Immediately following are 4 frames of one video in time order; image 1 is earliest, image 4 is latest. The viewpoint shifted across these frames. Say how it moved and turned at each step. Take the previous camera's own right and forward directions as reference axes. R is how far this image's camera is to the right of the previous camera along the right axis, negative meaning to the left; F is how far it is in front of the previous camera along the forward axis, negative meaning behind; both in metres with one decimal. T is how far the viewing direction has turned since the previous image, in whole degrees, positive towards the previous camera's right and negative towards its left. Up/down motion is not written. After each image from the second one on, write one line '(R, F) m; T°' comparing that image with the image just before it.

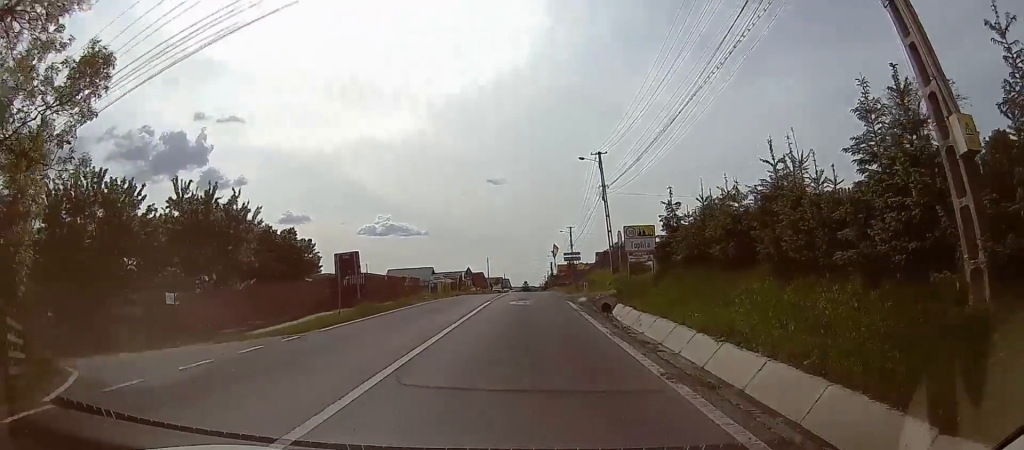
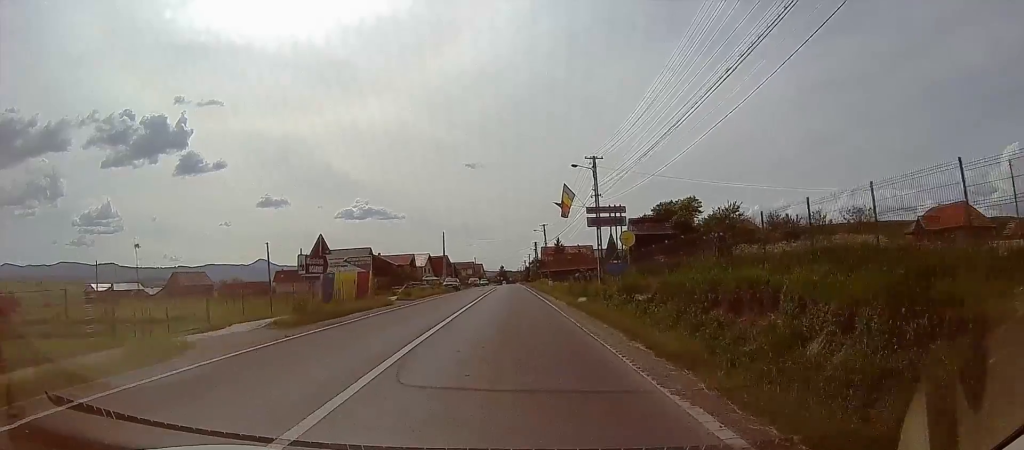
(-1.3, +25.1) m; -3°
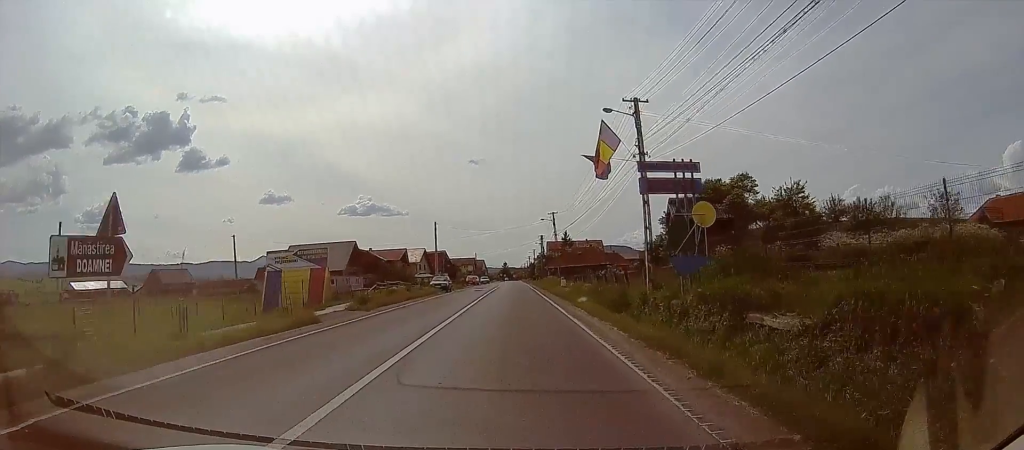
(0.0, +12.2) m; -1°
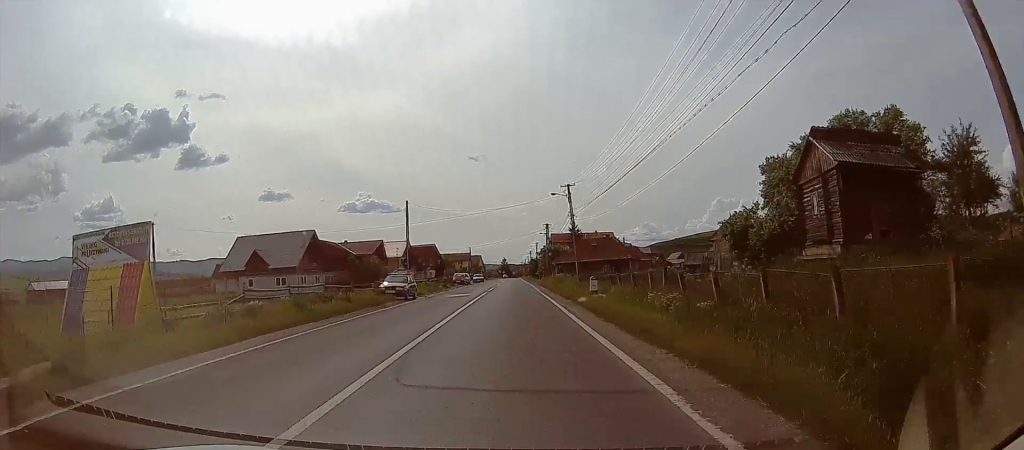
(-0.3, +18.2) m; -2°
